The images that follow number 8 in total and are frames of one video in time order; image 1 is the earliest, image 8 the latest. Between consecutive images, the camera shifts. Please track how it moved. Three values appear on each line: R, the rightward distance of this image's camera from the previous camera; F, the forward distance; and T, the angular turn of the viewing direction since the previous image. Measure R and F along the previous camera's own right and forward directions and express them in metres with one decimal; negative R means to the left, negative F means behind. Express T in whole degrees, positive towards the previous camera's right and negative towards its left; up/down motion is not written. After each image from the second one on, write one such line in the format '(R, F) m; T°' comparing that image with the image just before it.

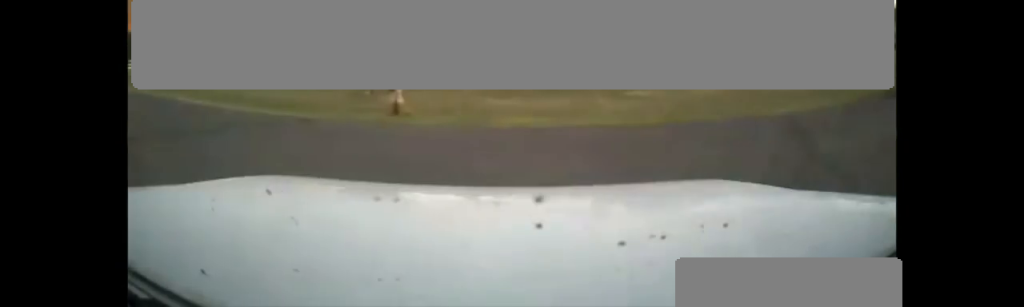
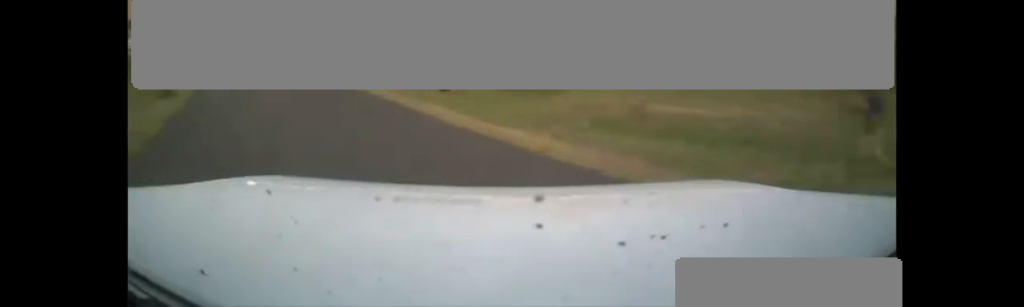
(-6.2, +12.5) m; -45°
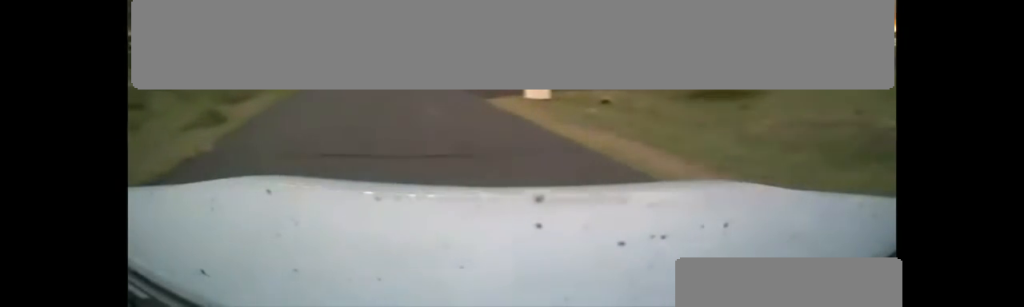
(-0.8, +6.7) m; -6°
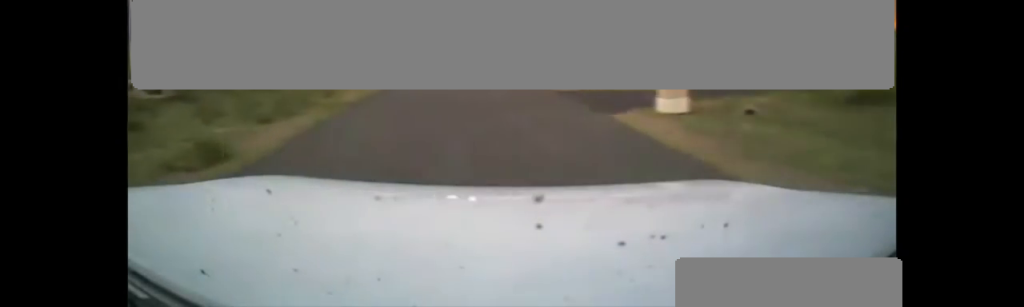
(-0.2, +5.8) m; -3°
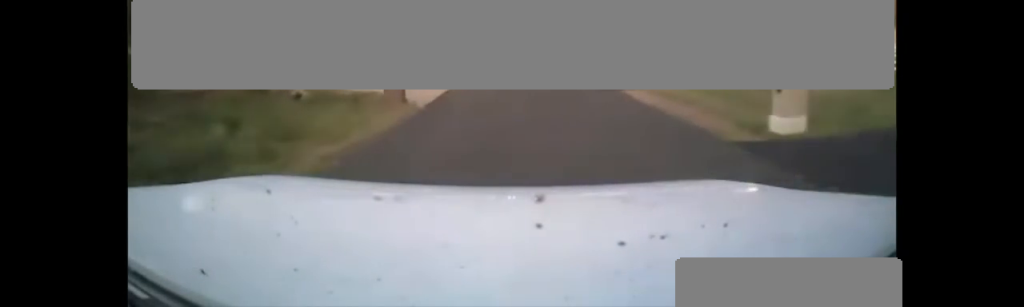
(-0.2, +11.2) m; 0°
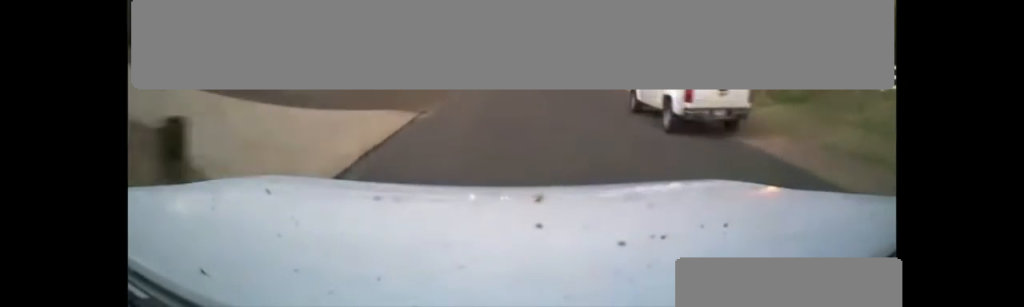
(+0.2, +14.2) m; +1°
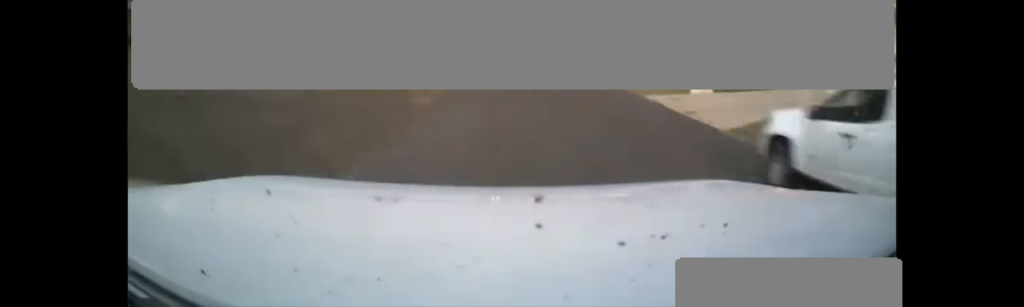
(0.0, +8.0) m; 0°
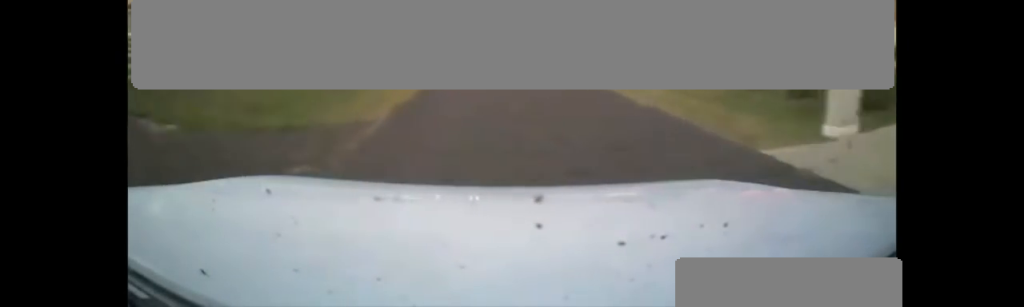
(0.0, +8.7) m; 0°
